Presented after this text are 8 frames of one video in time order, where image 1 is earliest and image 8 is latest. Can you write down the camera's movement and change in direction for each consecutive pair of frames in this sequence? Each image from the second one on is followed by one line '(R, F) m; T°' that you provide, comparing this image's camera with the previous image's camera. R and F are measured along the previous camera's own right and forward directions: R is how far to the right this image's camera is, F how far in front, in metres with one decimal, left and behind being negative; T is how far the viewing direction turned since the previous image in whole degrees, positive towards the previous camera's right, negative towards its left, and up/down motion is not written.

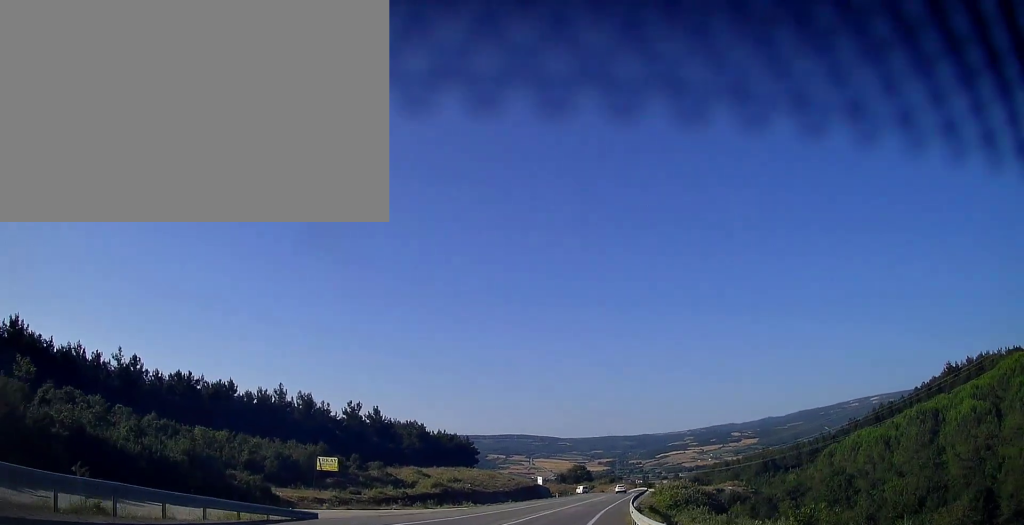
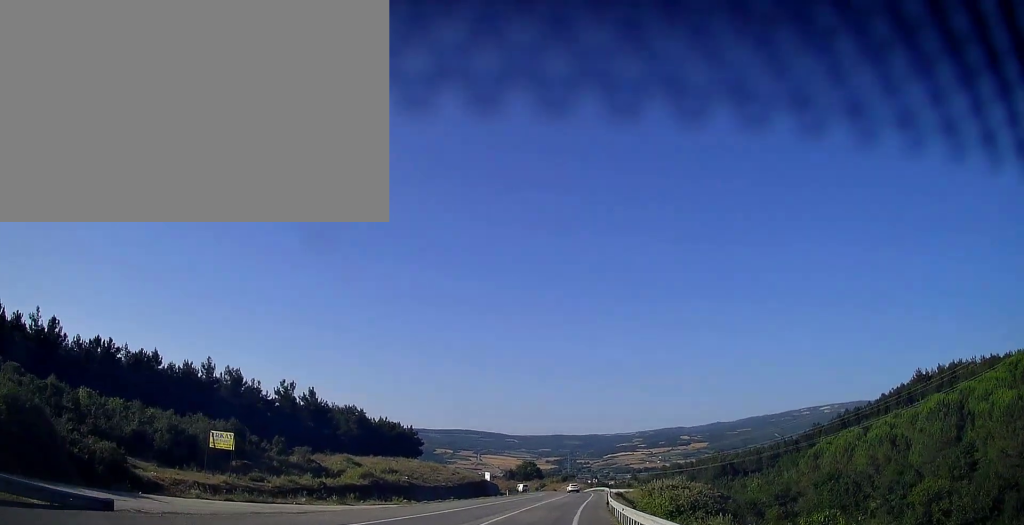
(+0.4, +11.0) m; +5°
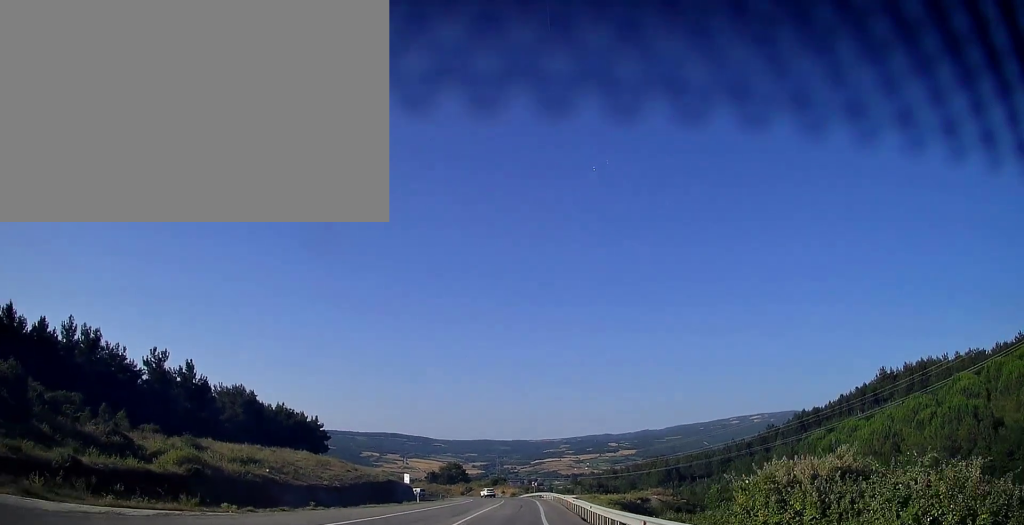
(+1.7, +21.4) m; +8°
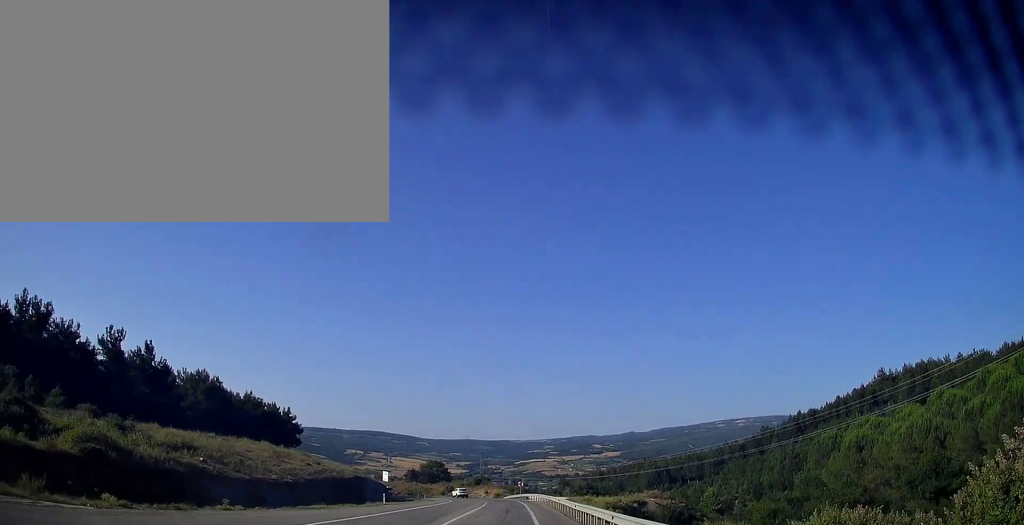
(+0.4, +8.3) m; +2°
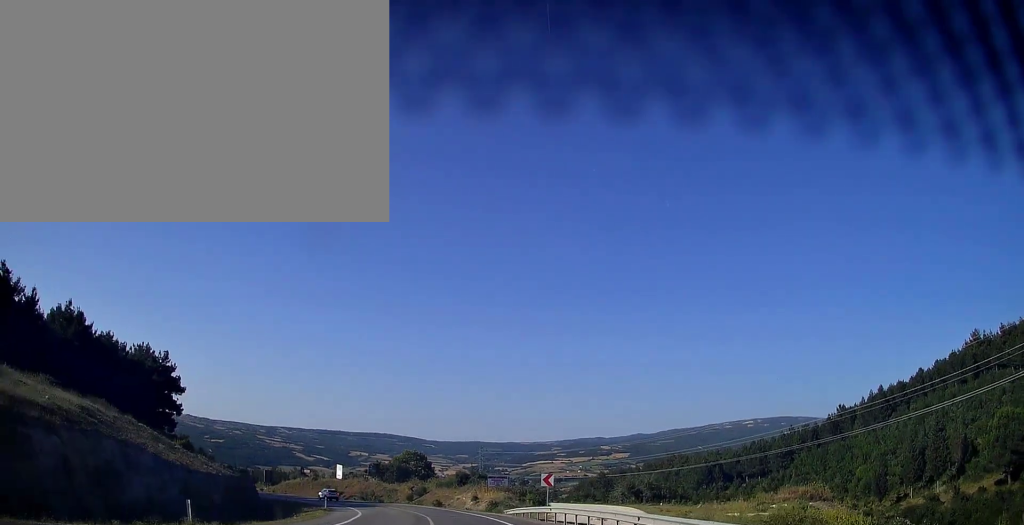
(+1.9, +49.7) m; +2°
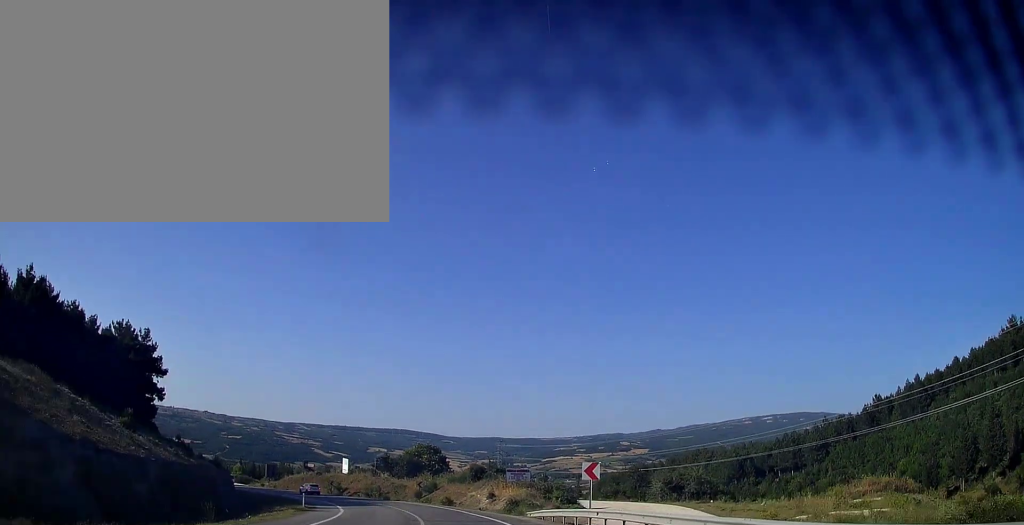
(+0.1, +10.1) m; -1°
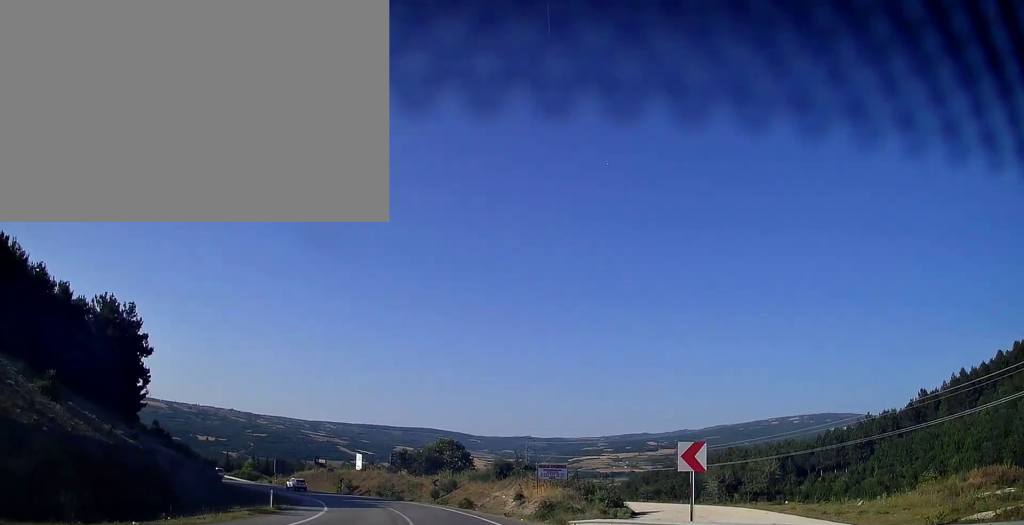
(-0.2, +9.2) m; -2°
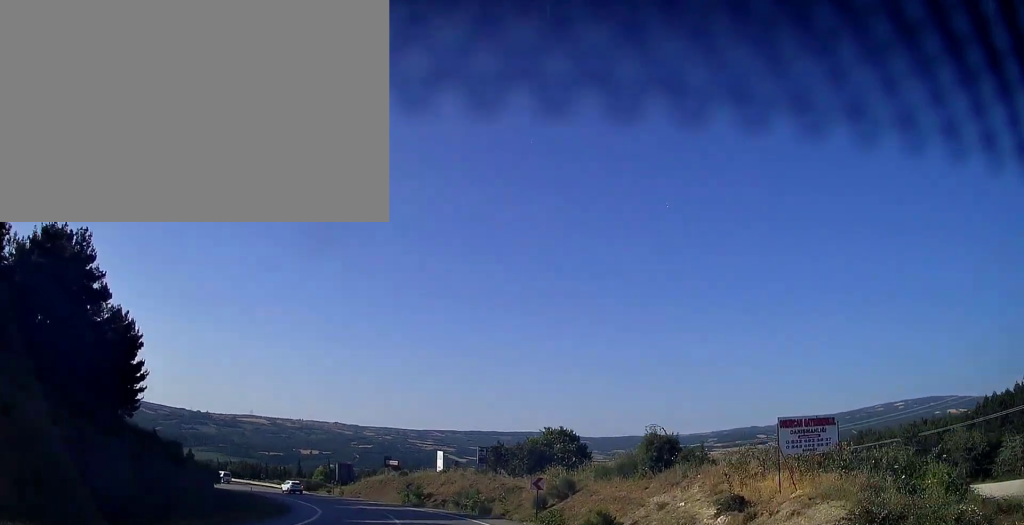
(-1.5, +24.4) m; -9°
